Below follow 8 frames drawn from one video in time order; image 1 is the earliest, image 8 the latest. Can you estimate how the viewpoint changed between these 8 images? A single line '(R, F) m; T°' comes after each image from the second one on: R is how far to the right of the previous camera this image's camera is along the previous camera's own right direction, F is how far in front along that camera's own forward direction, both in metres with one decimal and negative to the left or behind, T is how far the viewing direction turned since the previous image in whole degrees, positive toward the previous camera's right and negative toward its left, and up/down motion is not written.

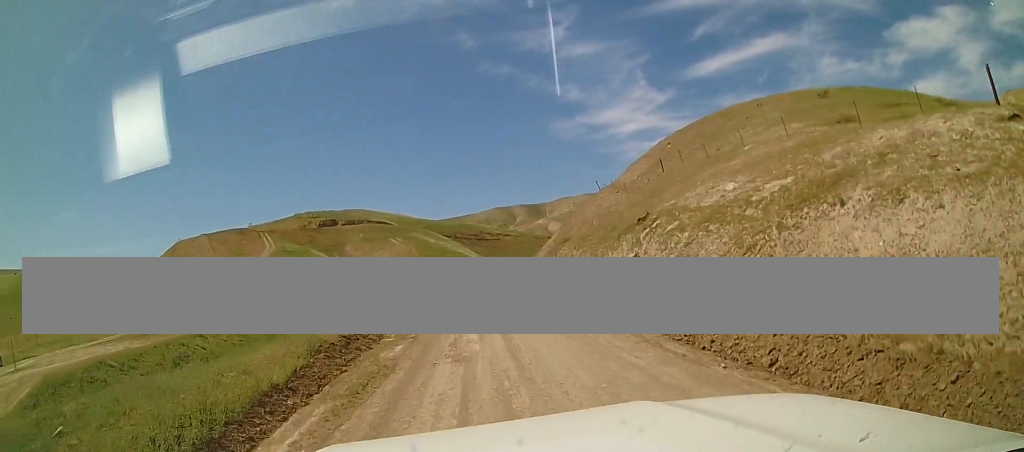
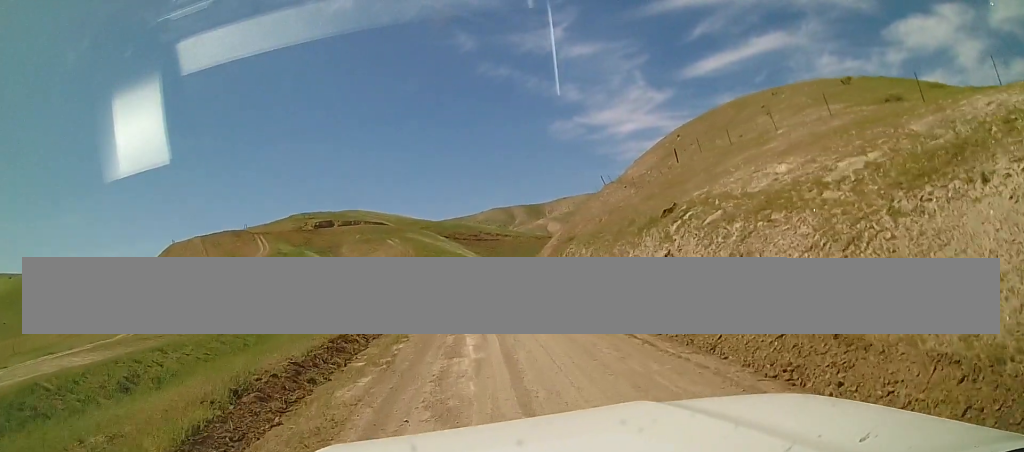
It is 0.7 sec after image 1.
(+0.3, +3.3) m; +2°
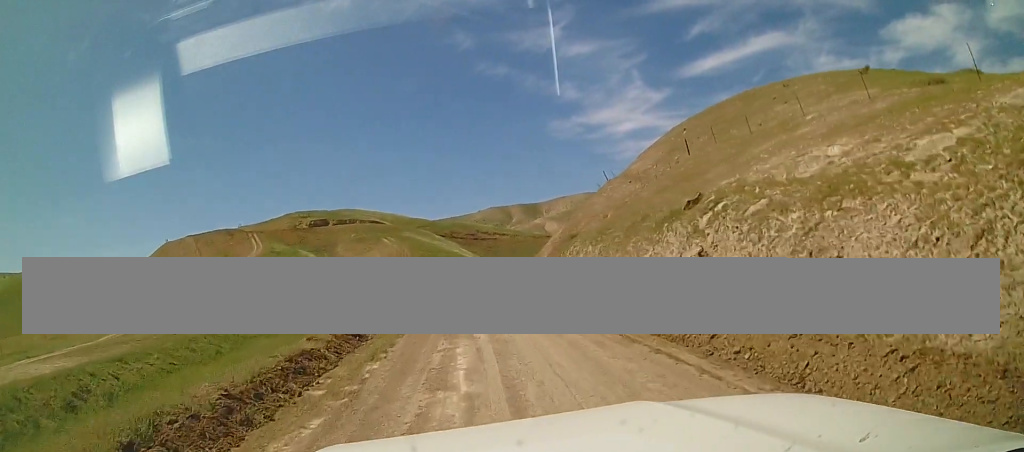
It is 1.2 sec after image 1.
(+0.2, +2.5) m; +1°
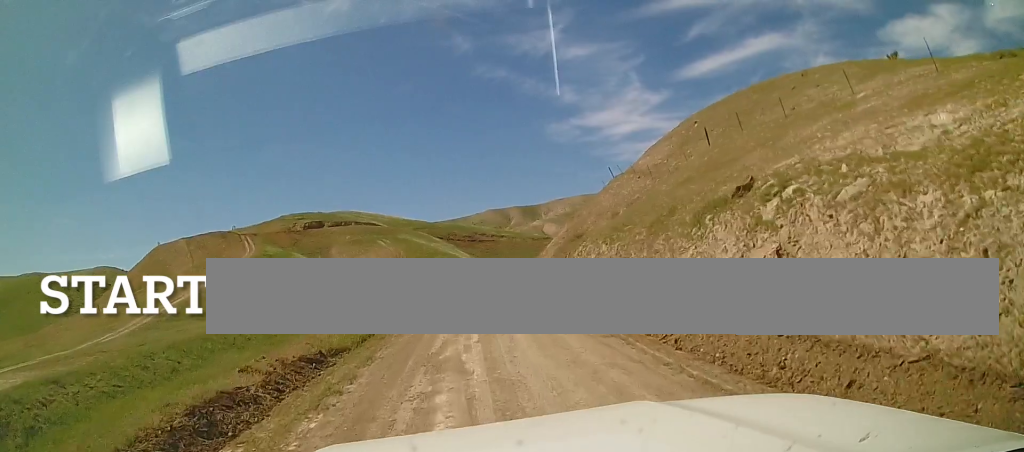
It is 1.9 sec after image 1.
(-0.3, +3.6) m; -1°
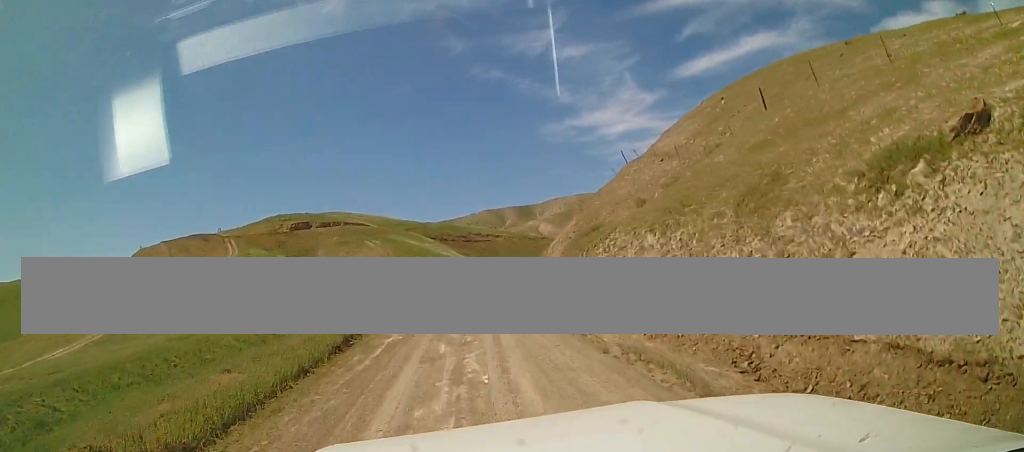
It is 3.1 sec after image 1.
(+0.1, +7.4) m; +2°
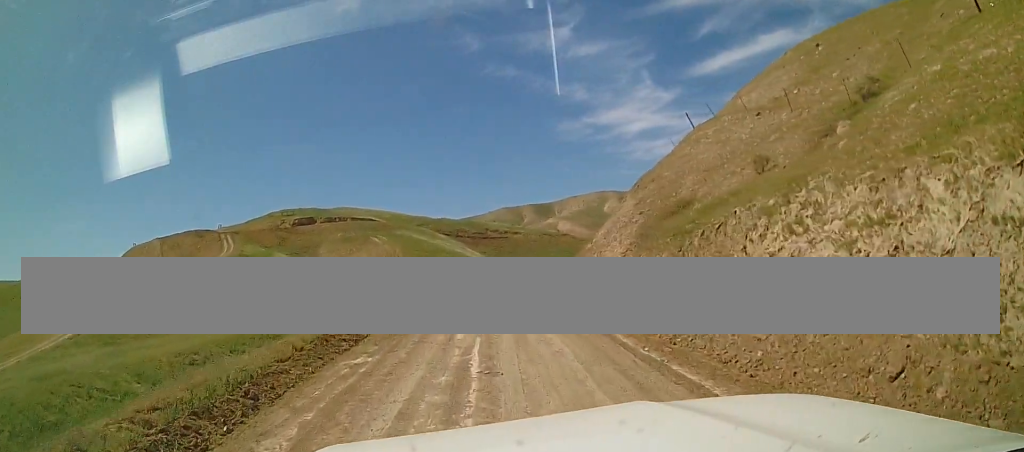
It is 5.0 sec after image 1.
(-0.1, +12.0) m; -5°
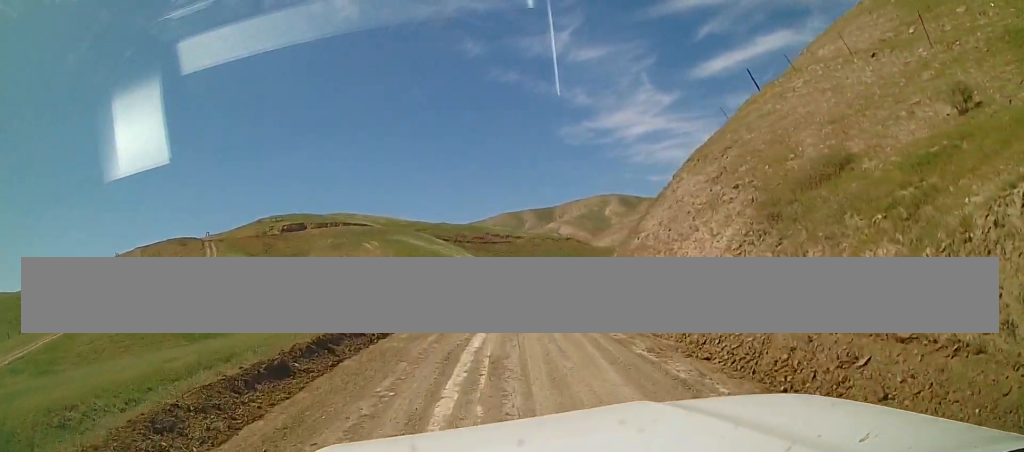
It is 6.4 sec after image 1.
(-0.6, +9.5) m; -2°
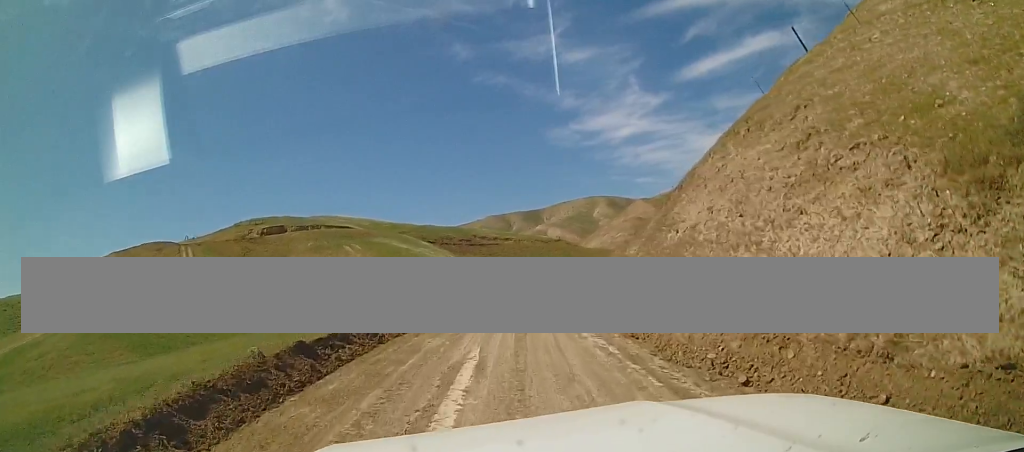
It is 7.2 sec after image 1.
(+0.3, +5.8) m; +2°
